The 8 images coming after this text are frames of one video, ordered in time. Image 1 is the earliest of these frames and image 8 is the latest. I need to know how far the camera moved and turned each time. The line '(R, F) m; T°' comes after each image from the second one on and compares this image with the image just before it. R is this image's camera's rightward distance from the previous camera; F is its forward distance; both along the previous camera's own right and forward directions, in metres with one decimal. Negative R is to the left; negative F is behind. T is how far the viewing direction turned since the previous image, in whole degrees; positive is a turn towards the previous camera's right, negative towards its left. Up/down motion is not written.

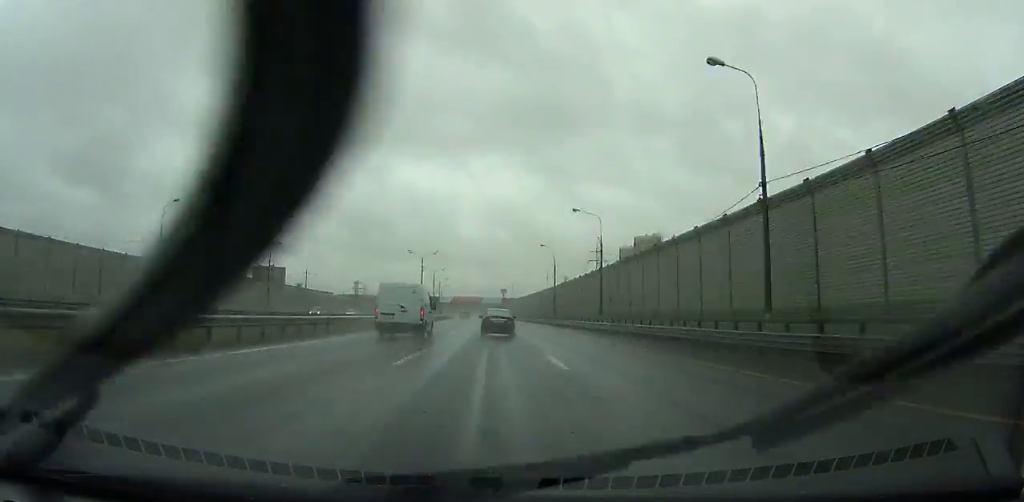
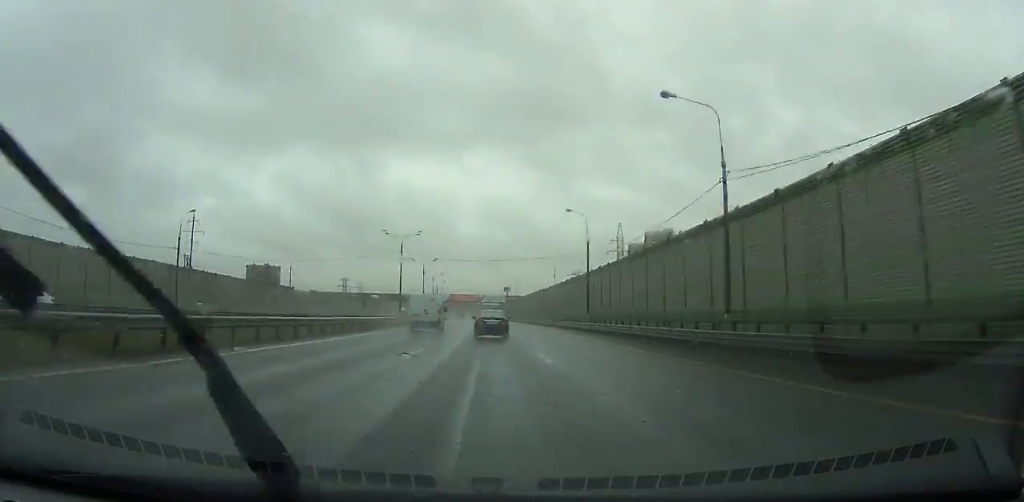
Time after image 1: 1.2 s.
(0.0, +30.1) m; -1°
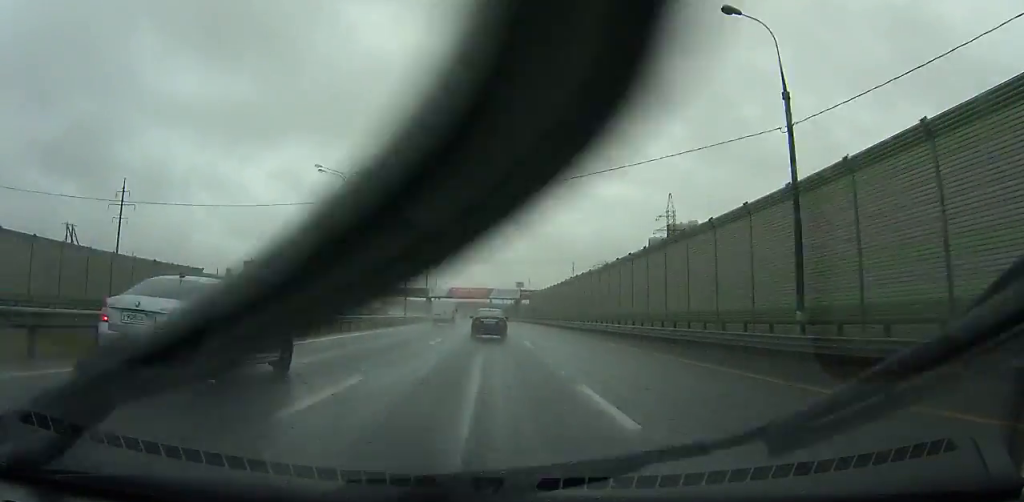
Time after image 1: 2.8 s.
(-0.4, +38.9) m; -1°
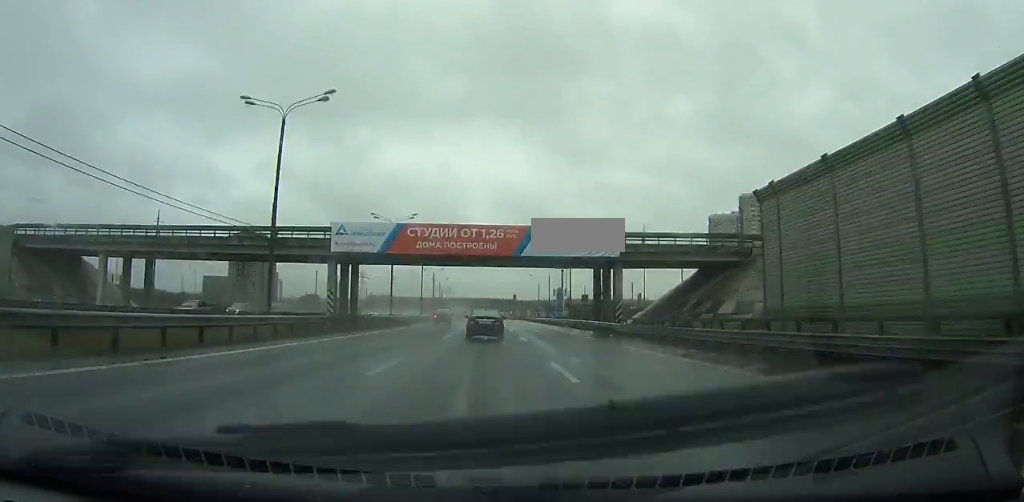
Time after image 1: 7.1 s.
(-1.7, +100.9) m; -2°
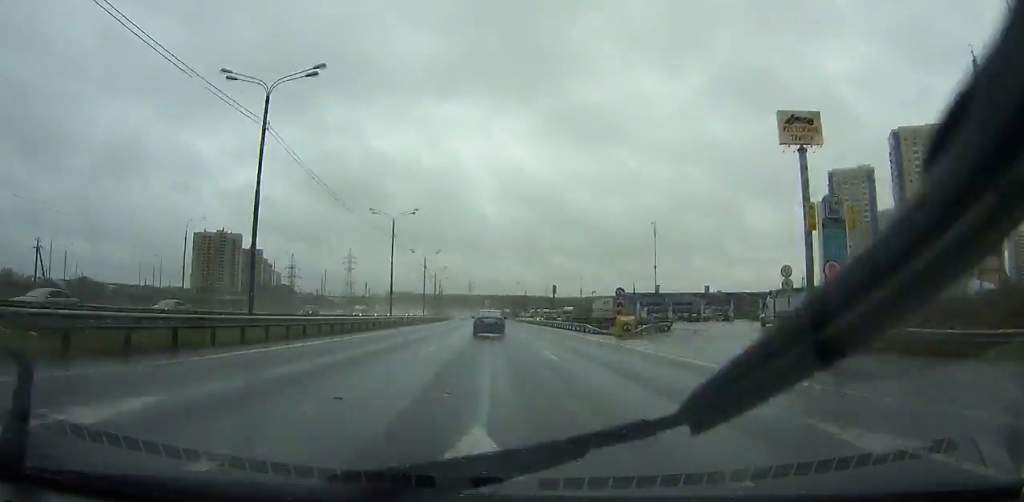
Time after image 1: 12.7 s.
(-2.9, +126.5) m; -2°
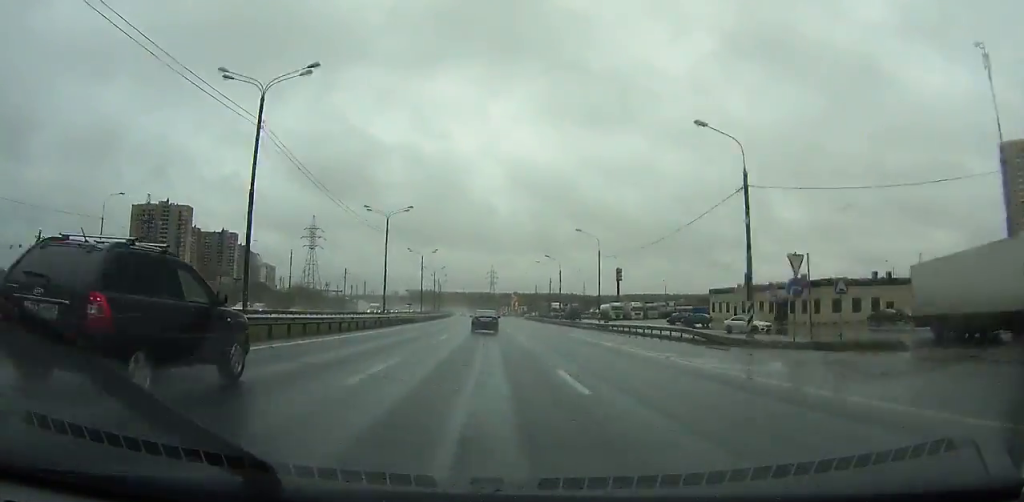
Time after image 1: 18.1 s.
(-3.3, +130.2) m; -3°
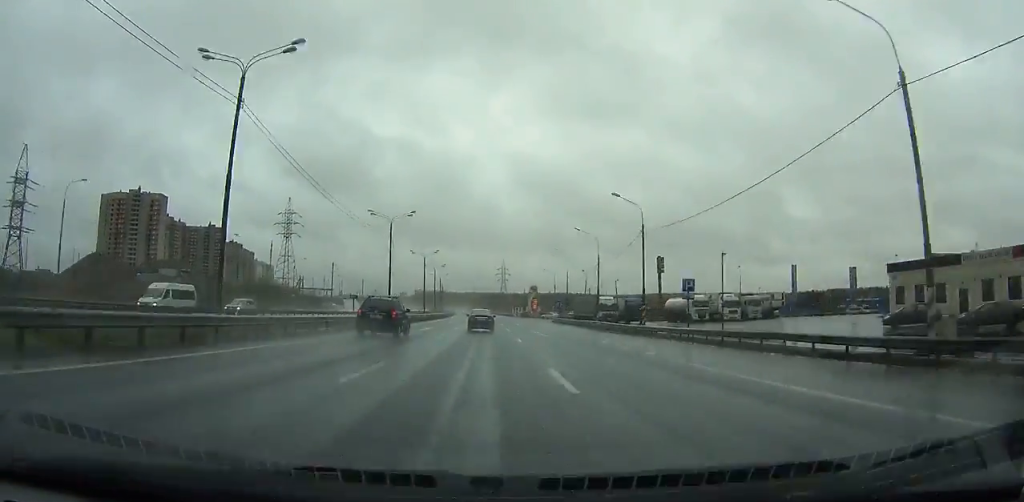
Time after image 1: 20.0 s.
(-0.5, +47.3) m; -1°
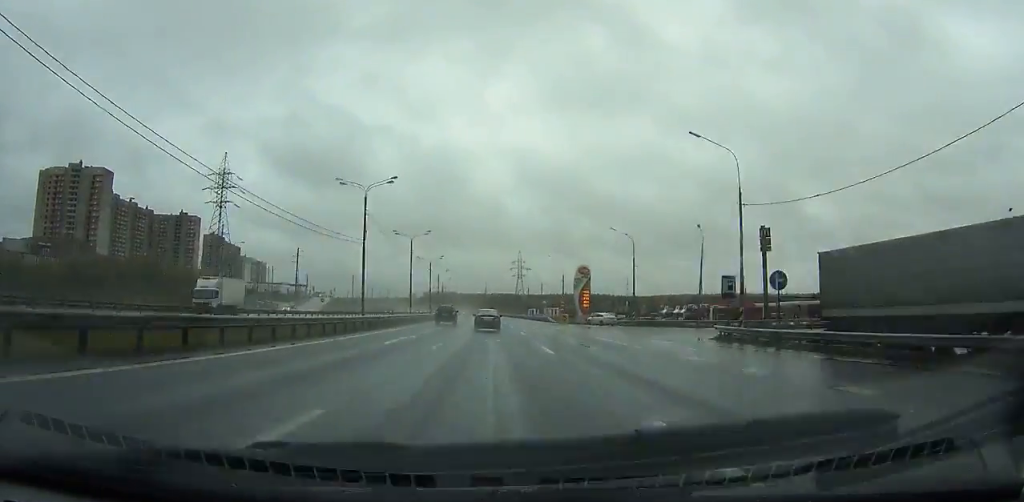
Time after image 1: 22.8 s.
(0.0, +70.6) m; -1°
